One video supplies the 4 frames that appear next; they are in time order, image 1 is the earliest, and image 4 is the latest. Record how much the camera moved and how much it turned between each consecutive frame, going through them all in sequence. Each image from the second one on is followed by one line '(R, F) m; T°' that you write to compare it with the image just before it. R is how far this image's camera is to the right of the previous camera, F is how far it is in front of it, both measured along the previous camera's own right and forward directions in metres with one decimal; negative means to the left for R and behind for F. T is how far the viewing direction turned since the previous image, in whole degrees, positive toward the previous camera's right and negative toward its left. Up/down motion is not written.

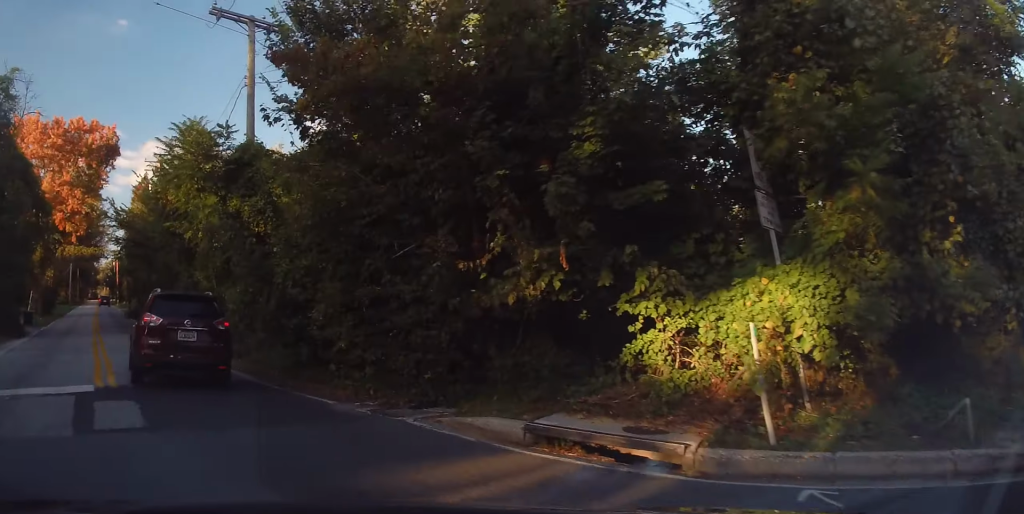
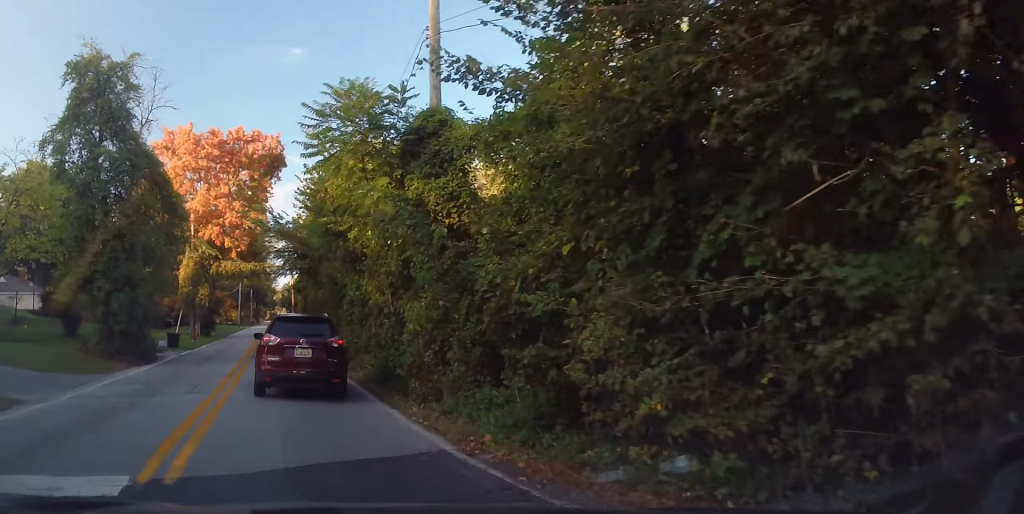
(-1.0, +5.8) m; -13°
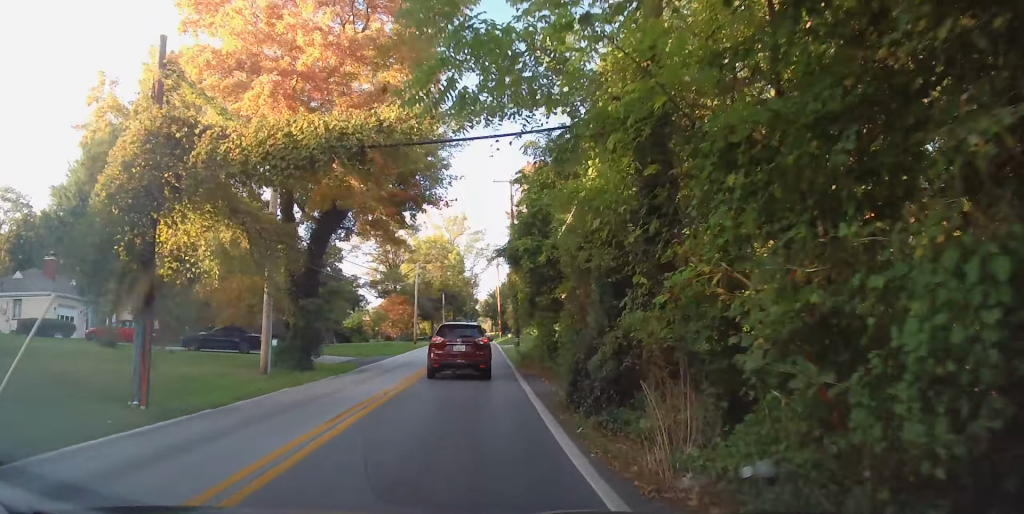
(-2.9, +30.7) m; -6°
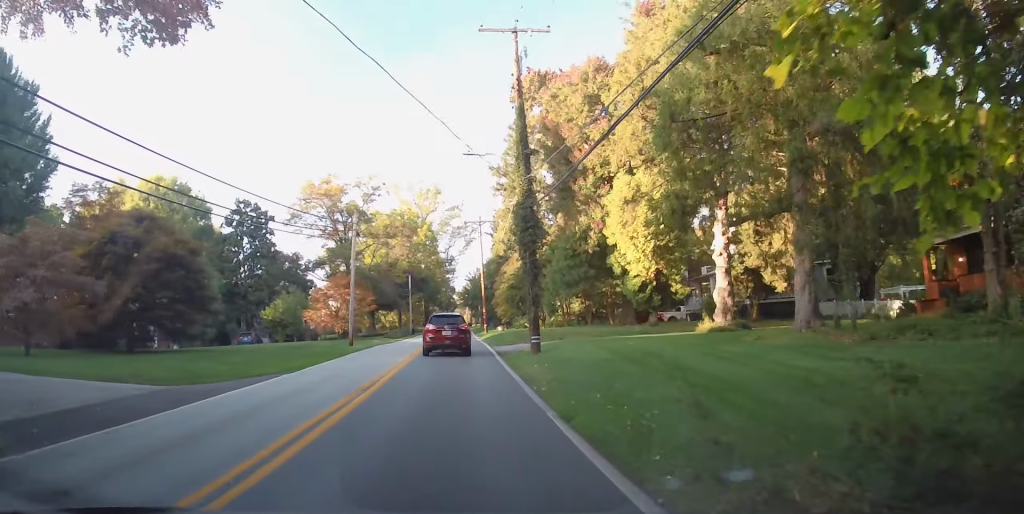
(-1.1, +22.7) m; -5°
